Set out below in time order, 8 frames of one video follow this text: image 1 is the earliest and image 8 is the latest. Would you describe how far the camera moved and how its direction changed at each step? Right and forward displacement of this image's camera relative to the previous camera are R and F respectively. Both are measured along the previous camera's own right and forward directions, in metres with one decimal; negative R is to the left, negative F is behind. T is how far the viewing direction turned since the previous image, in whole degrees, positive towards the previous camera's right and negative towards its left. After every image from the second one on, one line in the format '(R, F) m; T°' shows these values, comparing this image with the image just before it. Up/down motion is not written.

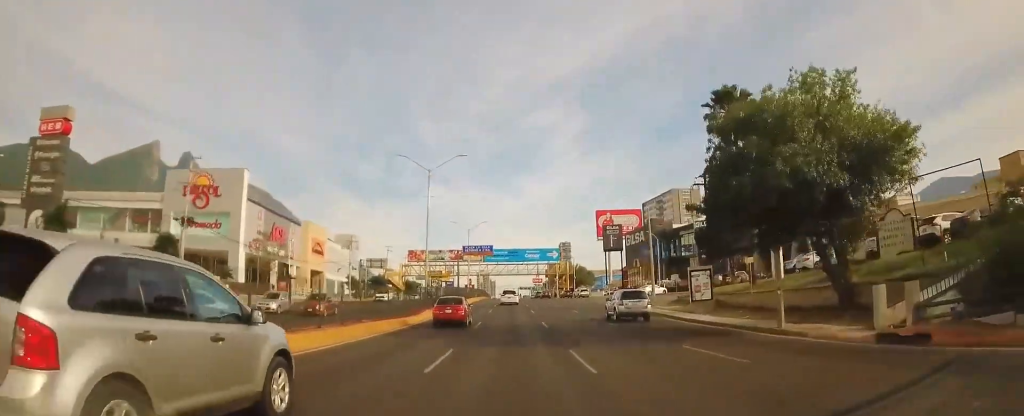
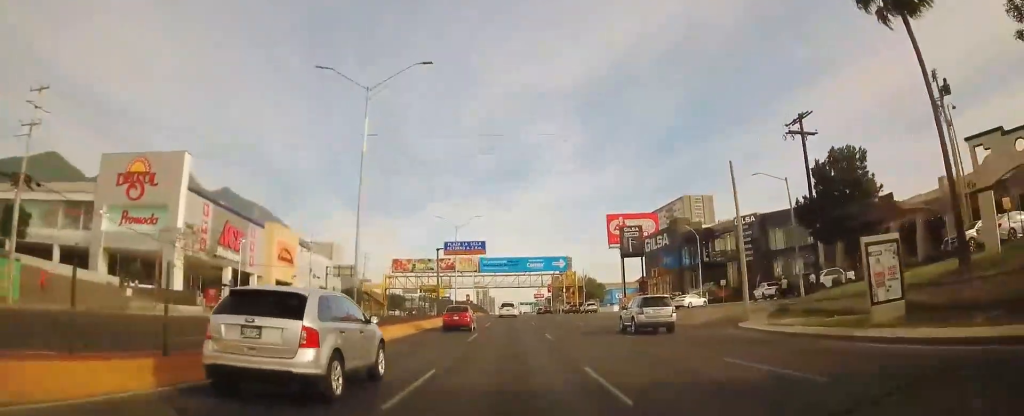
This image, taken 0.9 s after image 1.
(-0.2, +18.6) m; 0°
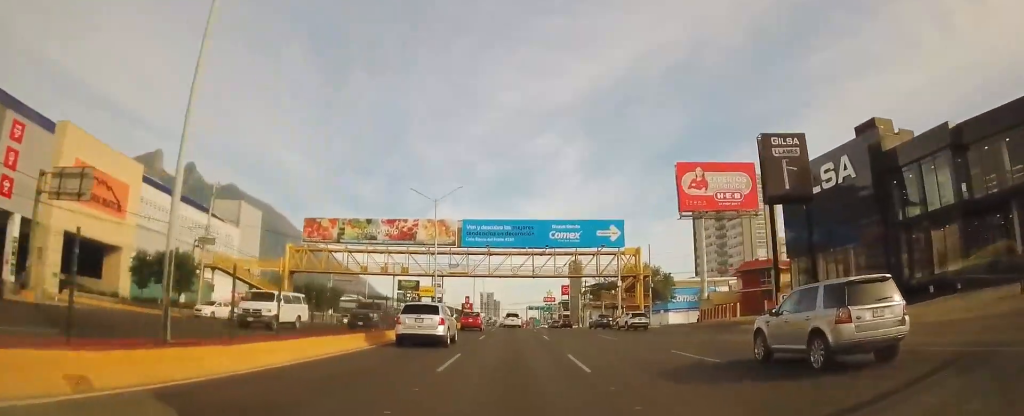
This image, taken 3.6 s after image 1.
(-1.2, +56.4) m; -2°
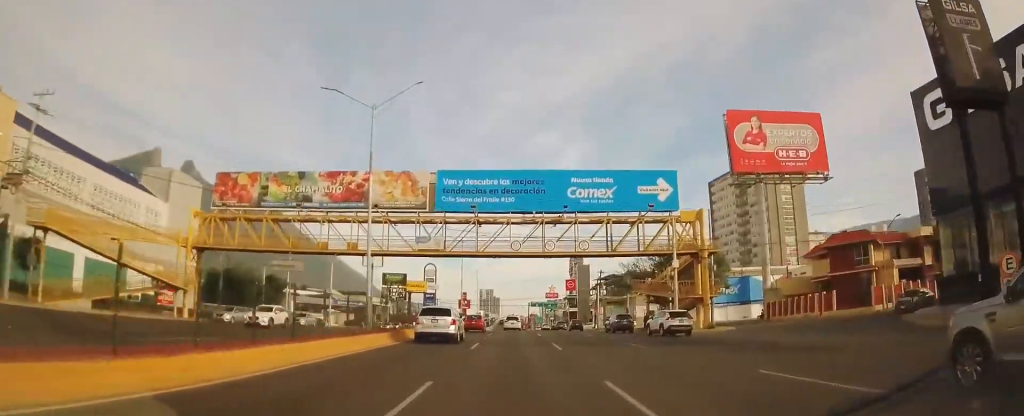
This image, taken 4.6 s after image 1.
(-0.1, +21.9) m; 0°
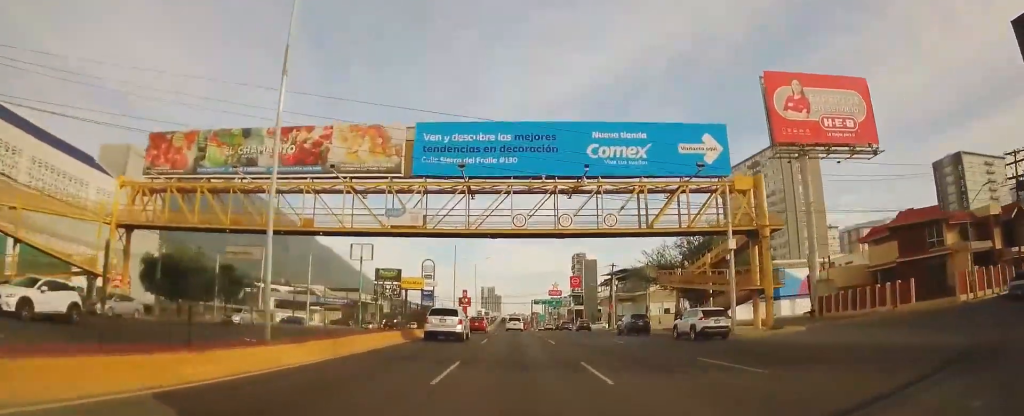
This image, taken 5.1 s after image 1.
(0.0, +10.6) m; 0°
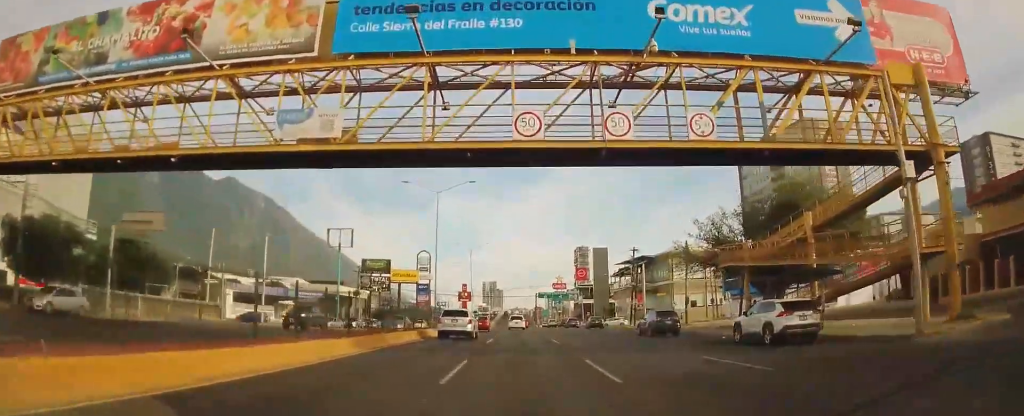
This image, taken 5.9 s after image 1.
(+0.1, +15.2) m; 0°
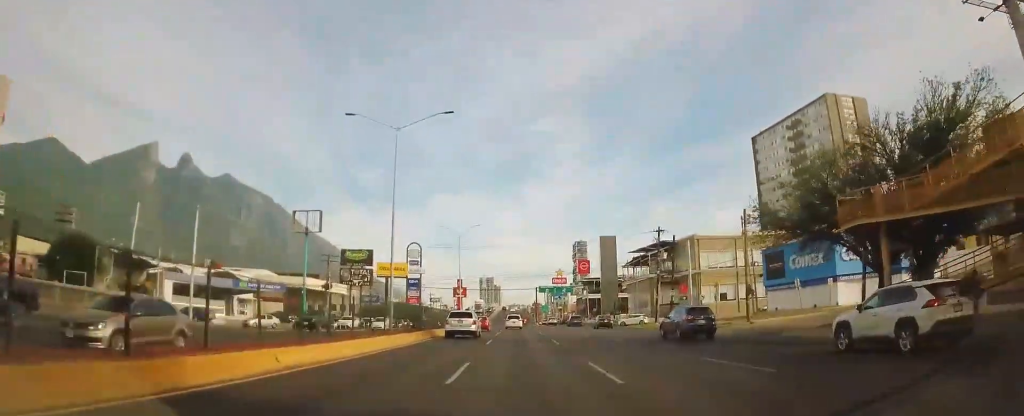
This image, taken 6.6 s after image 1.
(0.0, +14.7) m; +2°
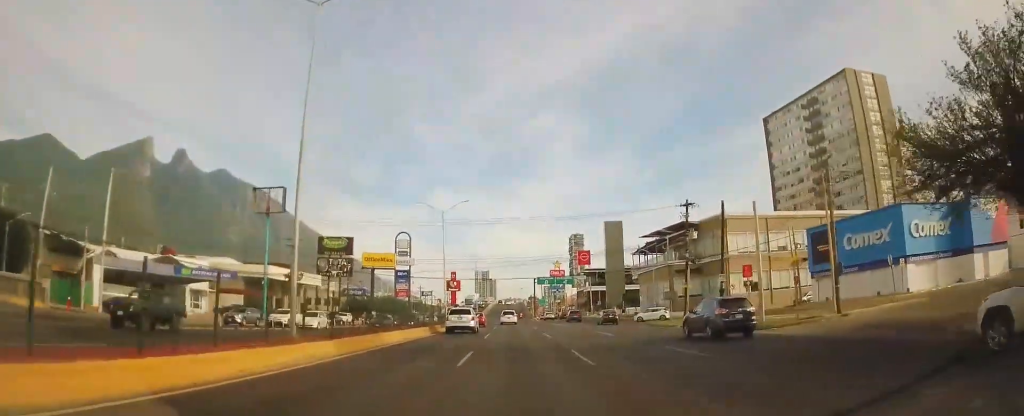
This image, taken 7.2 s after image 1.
(+0.3, +12.1) m; +1°
